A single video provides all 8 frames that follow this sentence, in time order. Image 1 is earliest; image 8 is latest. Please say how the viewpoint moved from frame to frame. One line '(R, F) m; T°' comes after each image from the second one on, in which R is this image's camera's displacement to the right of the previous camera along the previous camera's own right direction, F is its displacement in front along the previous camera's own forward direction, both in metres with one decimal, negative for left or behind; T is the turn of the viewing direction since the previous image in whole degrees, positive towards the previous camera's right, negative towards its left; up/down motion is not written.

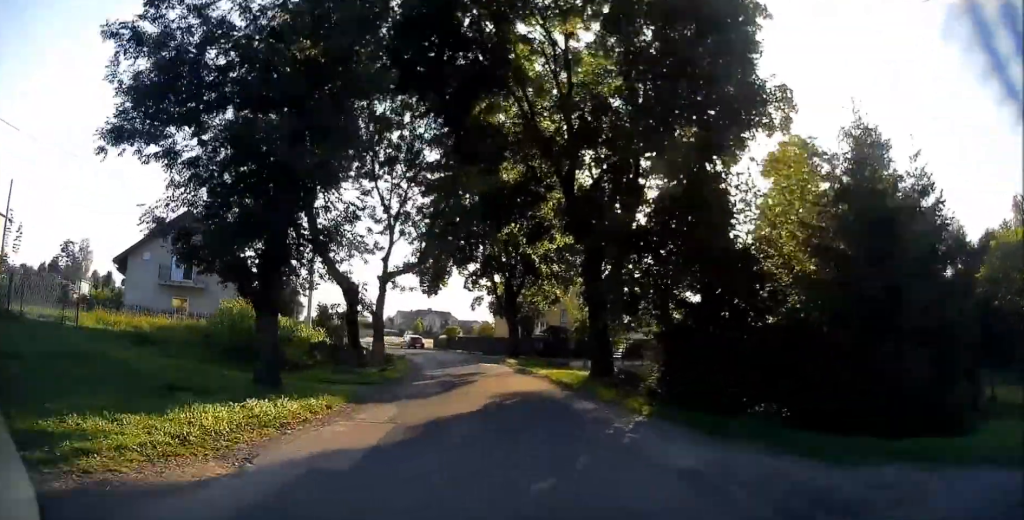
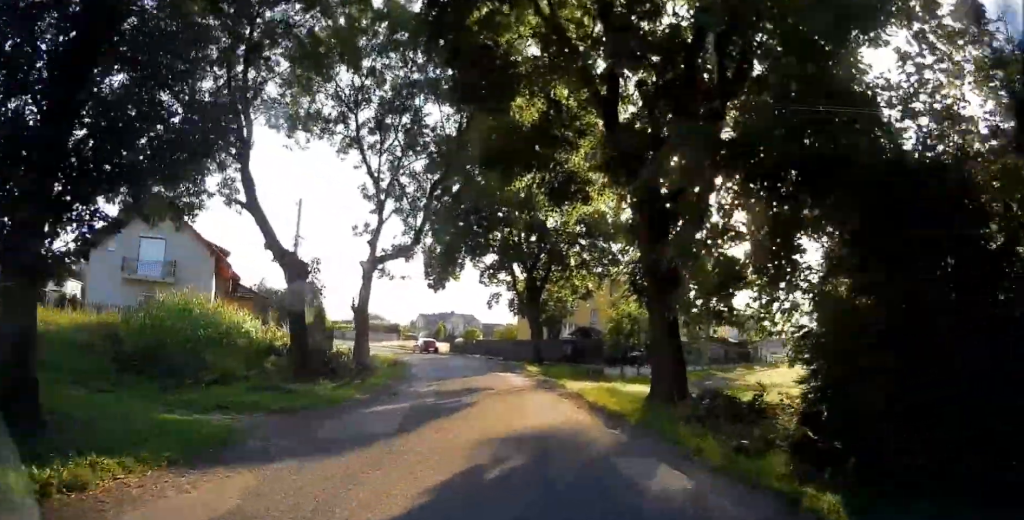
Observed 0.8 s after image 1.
(-0.2, +6.9) m; -2°
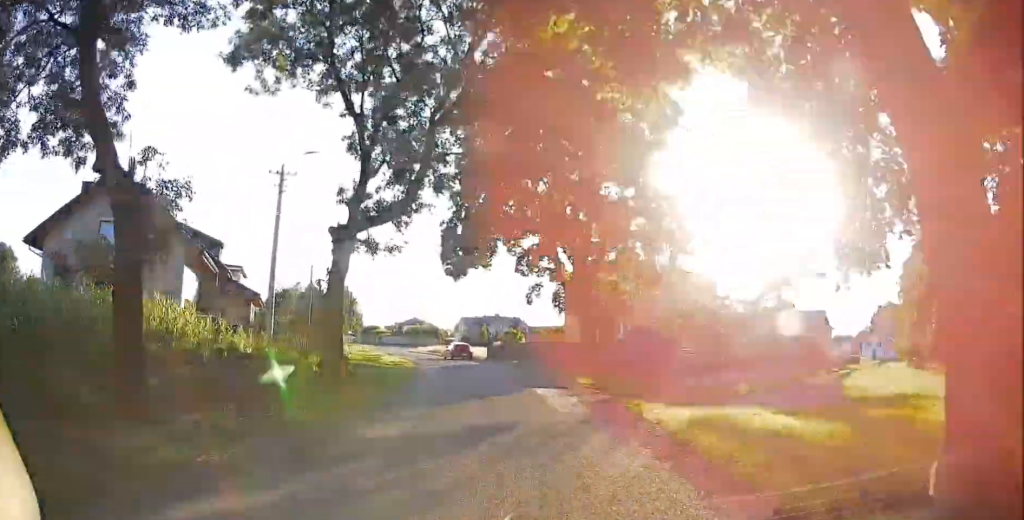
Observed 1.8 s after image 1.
(-0.2, +7.9) m; -2°
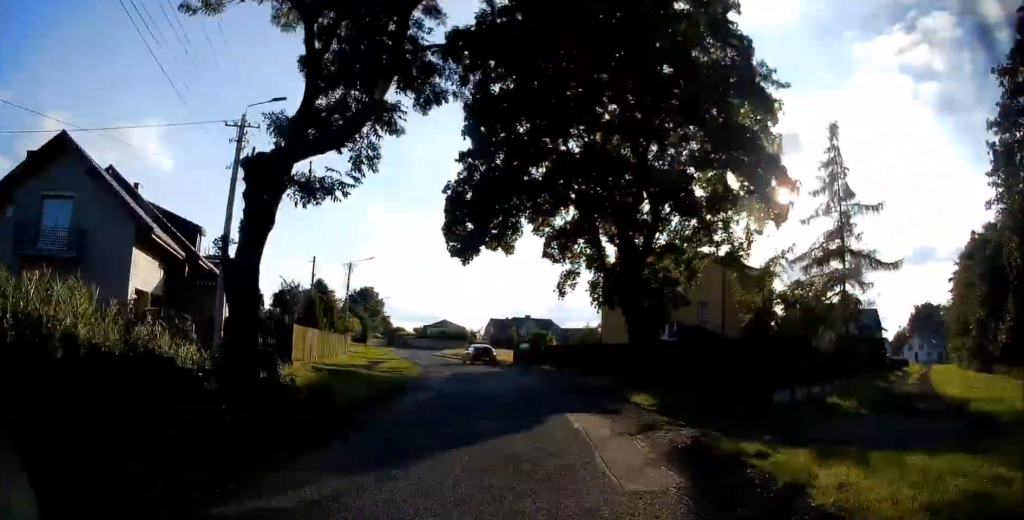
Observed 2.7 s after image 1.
(+0.1, +6.6) m; -5°
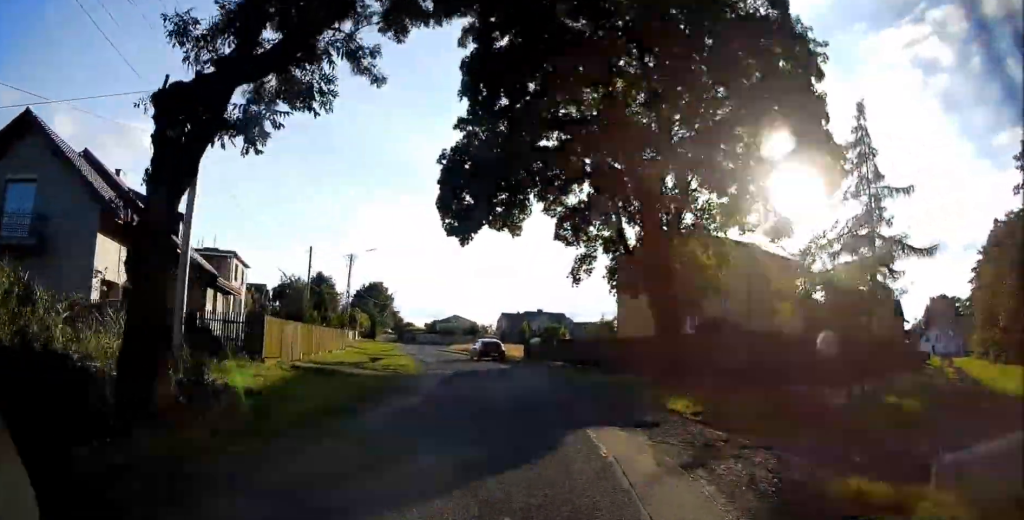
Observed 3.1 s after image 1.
(-0.3, +3.0) m; -4°
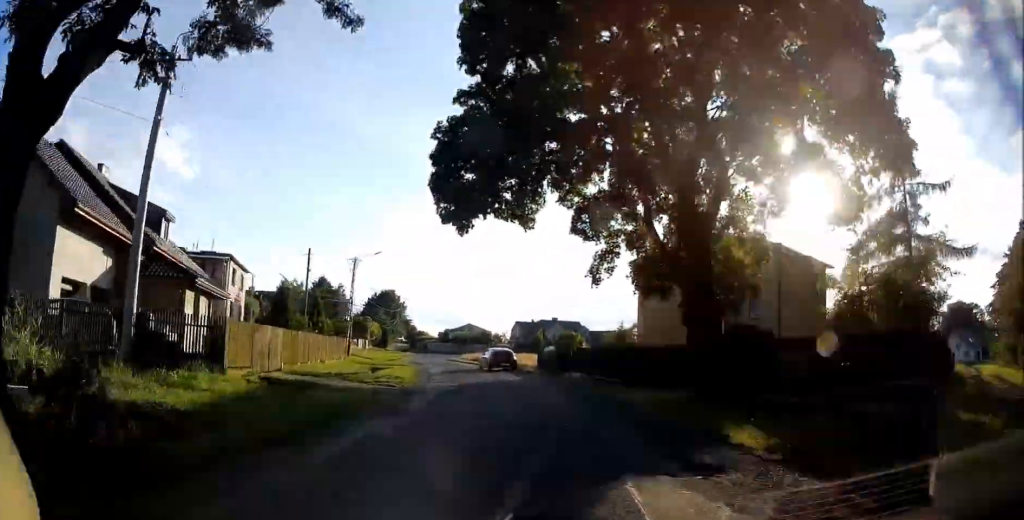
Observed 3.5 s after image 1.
(-0.1, +3.0) m; -3°
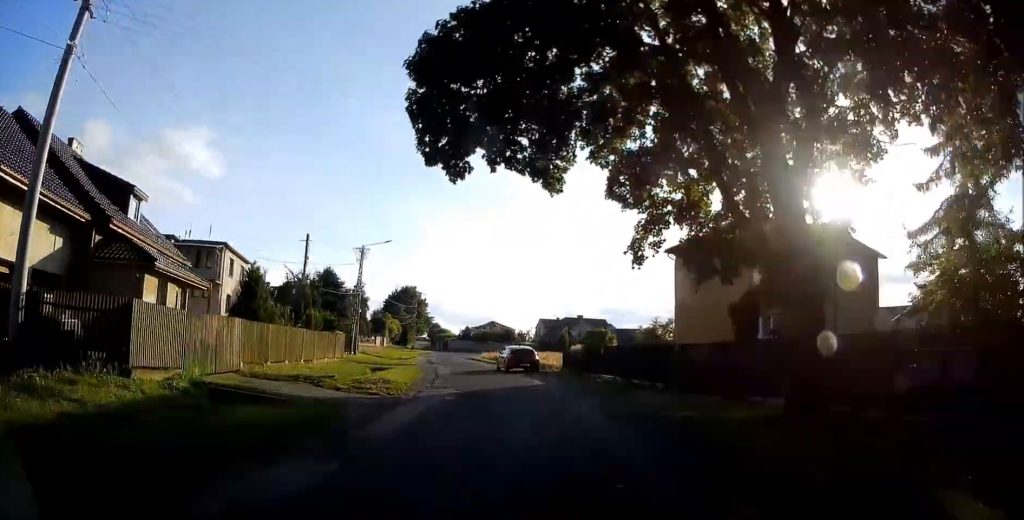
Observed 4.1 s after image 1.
(-0.2, +4.3) m; -1°
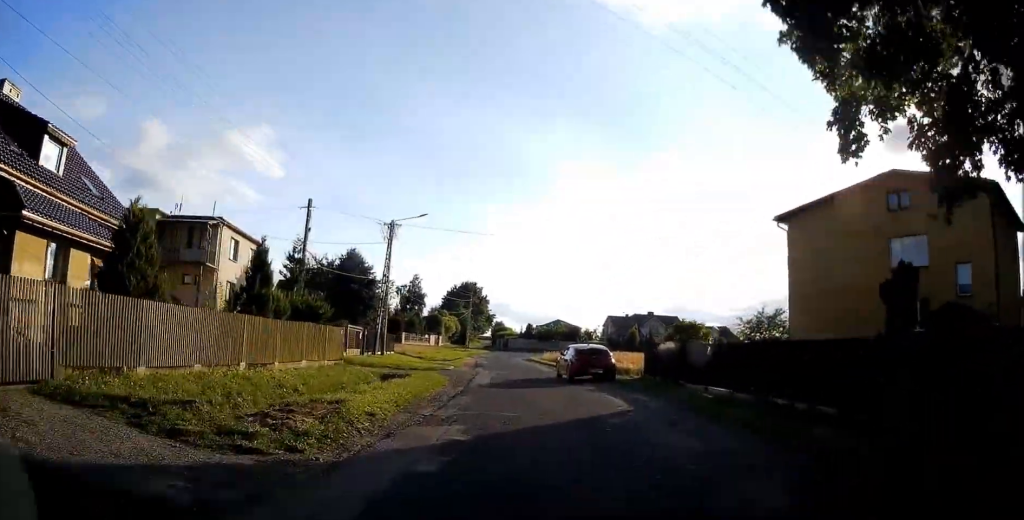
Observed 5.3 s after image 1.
(-0.1, +8.4) m; -3°
